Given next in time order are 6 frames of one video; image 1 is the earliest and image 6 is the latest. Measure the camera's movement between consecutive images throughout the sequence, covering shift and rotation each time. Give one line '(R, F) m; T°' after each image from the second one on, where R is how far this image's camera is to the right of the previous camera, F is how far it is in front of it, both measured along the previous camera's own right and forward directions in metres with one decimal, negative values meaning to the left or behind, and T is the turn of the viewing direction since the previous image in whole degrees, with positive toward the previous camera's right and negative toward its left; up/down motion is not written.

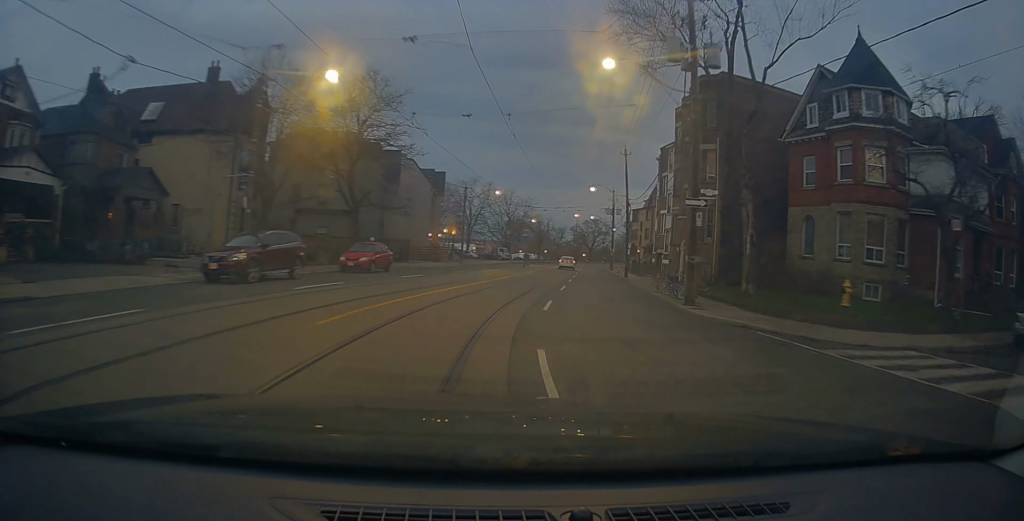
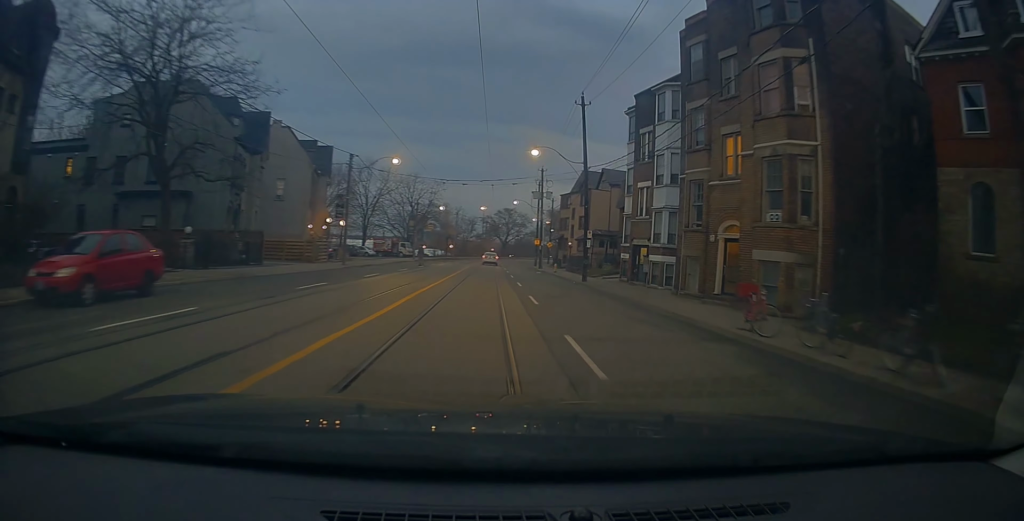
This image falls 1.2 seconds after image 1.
(+1.2, +16.8) m; +9°
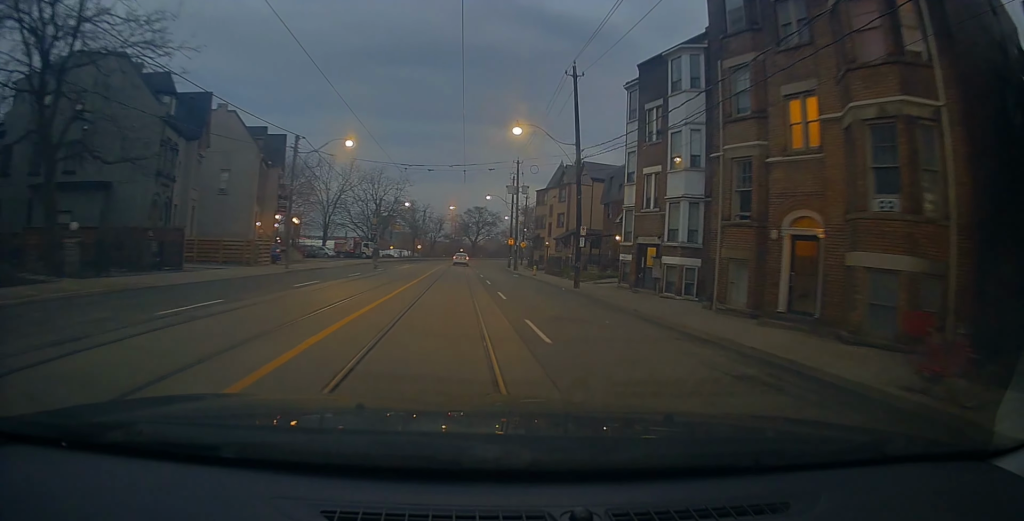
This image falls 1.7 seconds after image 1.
(+0.3, +6.5) m; +2°
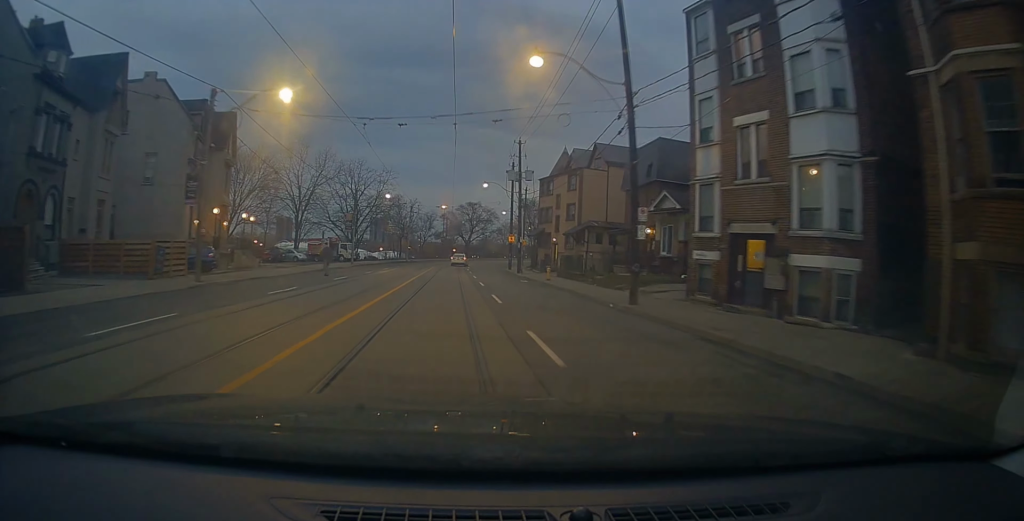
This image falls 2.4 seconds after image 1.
(+0.6, +10.7) m; +1°
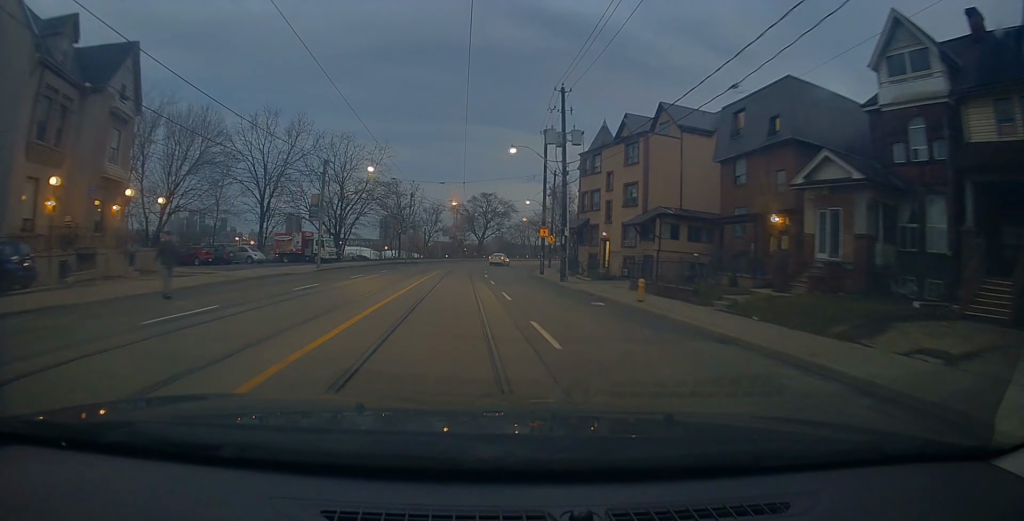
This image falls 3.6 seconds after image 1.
(-0.8, +16.7) m; -4°
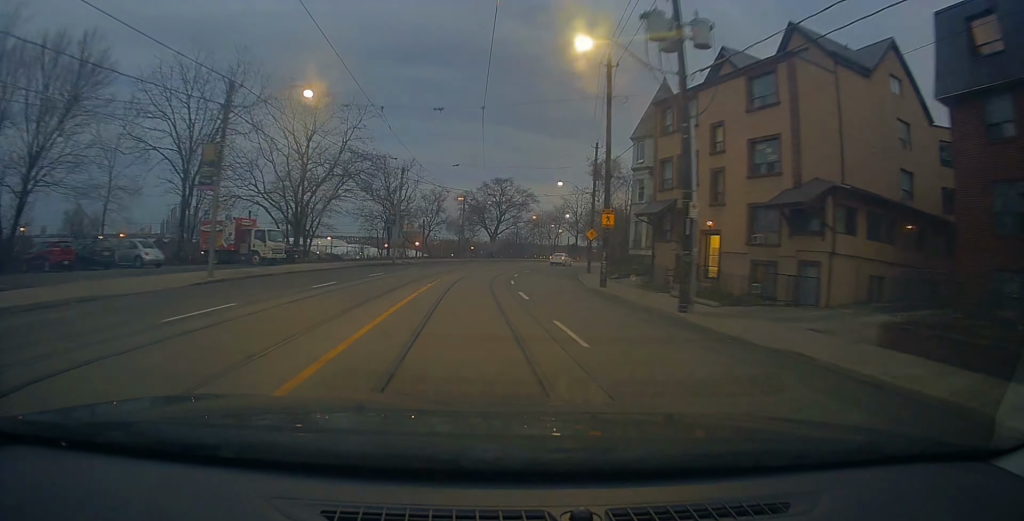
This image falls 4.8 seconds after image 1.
(+0.1, +17.7) m; +4°
